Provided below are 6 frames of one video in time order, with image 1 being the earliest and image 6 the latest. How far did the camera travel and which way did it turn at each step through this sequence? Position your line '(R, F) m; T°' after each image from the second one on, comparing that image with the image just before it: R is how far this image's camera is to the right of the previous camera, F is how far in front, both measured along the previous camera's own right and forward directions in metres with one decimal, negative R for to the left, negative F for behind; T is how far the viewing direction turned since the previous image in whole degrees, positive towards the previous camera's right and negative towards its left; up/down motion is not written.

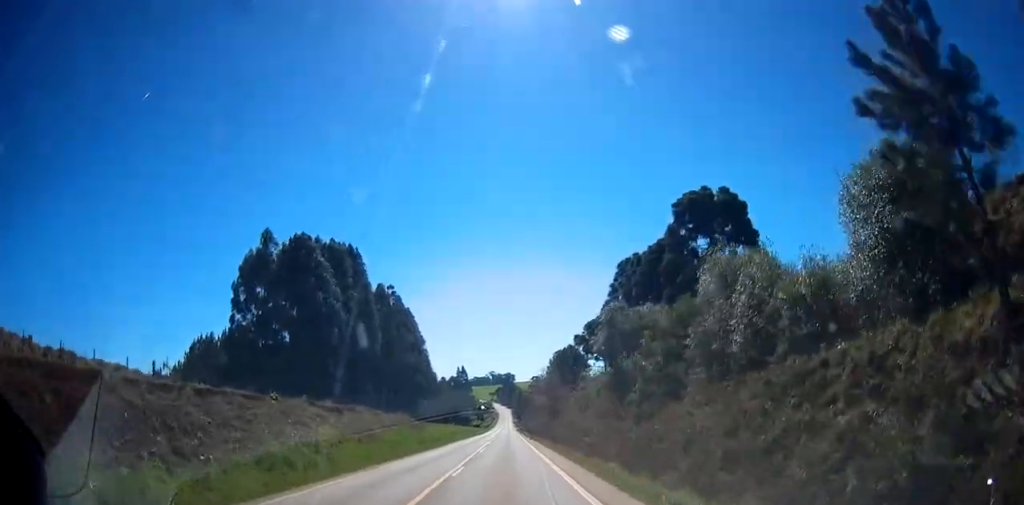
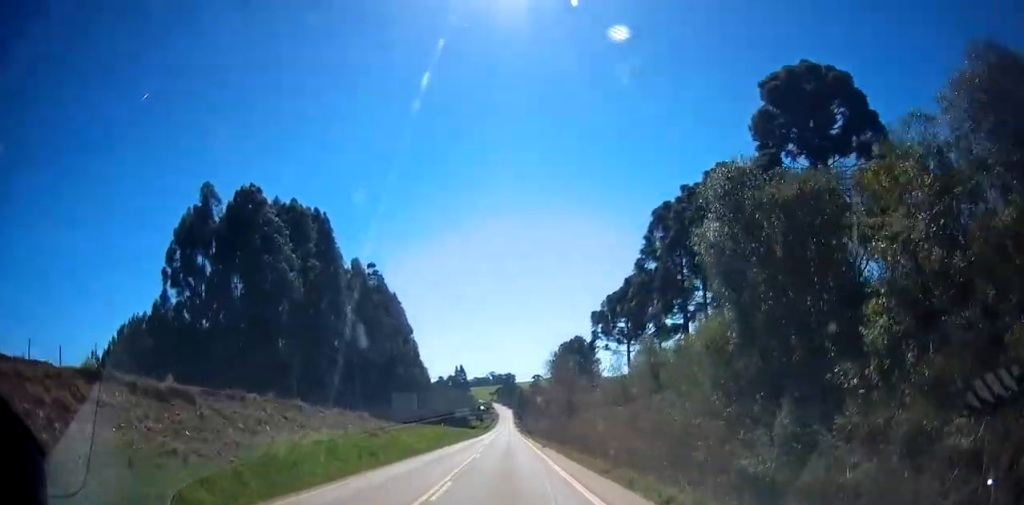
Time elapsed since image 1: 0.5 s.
(0.0, +21.5) m; 0°
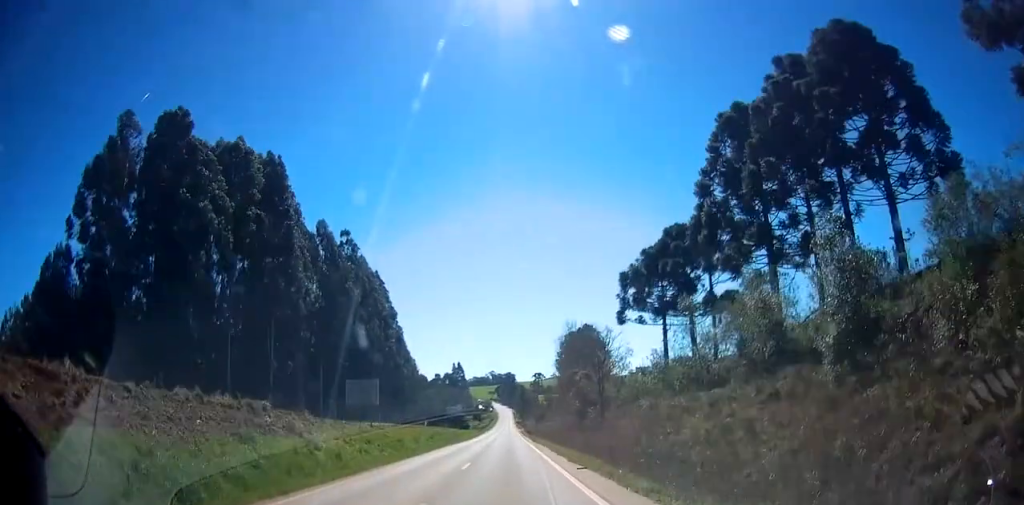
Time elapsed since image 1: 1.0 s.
(0.0, +21.4) m; 0°
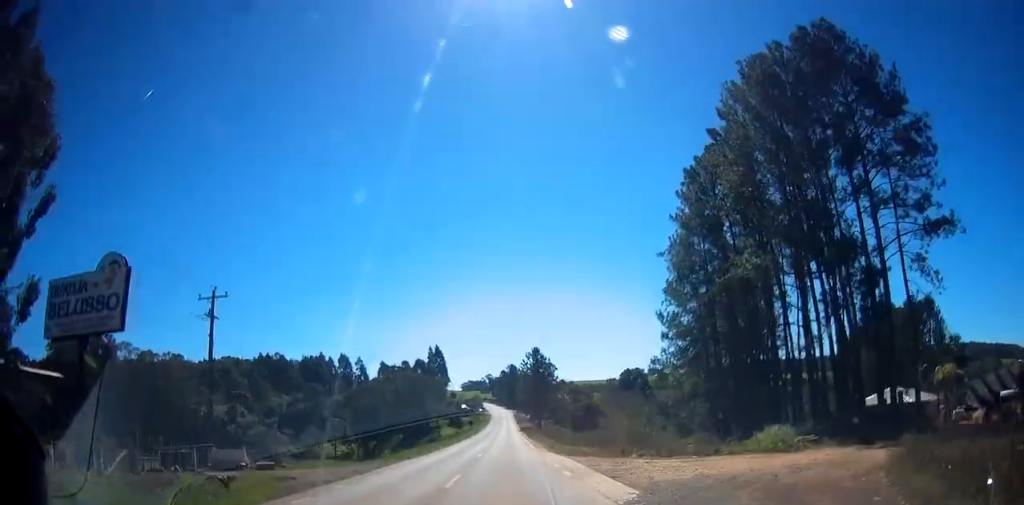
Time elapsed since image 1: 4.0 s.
(-0.5, +133.9) m; 0°
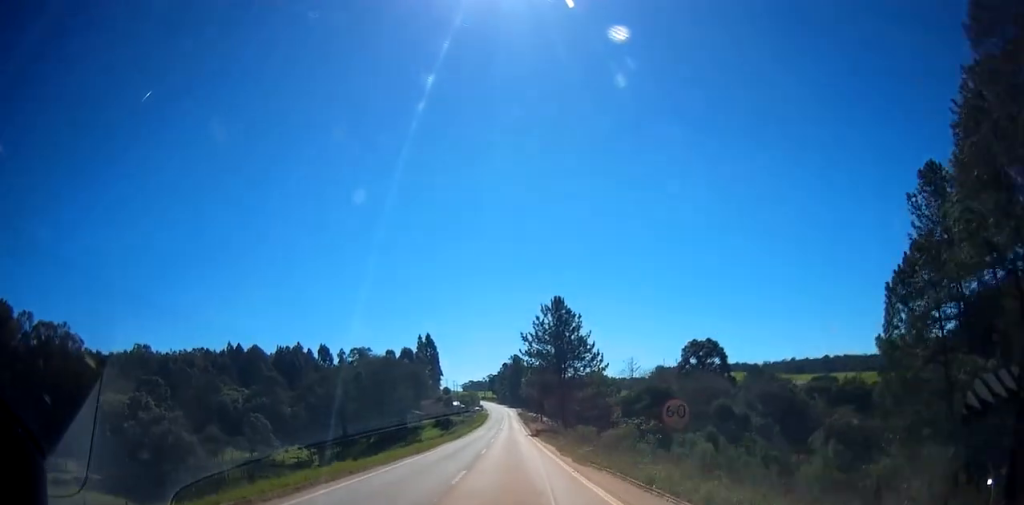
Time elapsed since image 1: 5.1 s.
(+0.4, +48.0) m; -1°
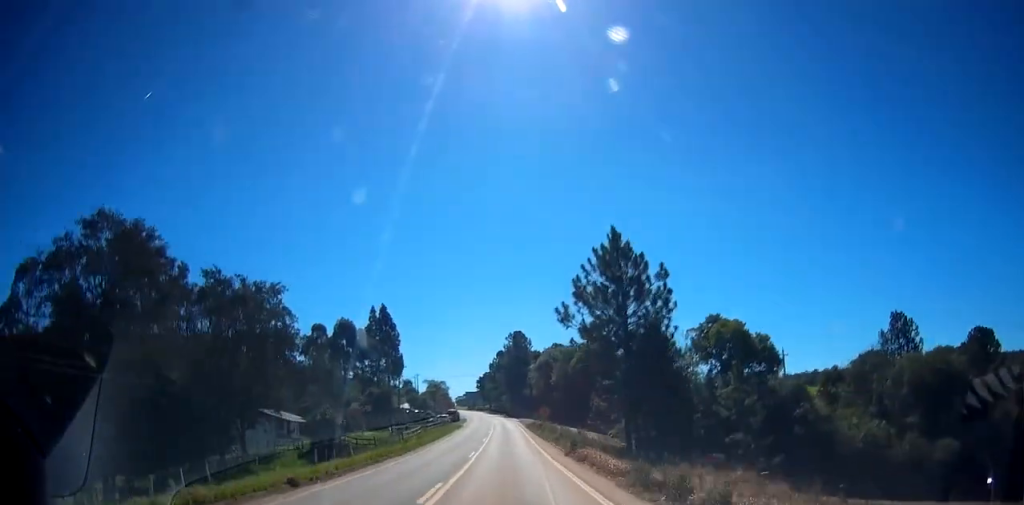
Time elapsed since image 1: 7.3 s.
(-0.1, +99.5) m; +1°
